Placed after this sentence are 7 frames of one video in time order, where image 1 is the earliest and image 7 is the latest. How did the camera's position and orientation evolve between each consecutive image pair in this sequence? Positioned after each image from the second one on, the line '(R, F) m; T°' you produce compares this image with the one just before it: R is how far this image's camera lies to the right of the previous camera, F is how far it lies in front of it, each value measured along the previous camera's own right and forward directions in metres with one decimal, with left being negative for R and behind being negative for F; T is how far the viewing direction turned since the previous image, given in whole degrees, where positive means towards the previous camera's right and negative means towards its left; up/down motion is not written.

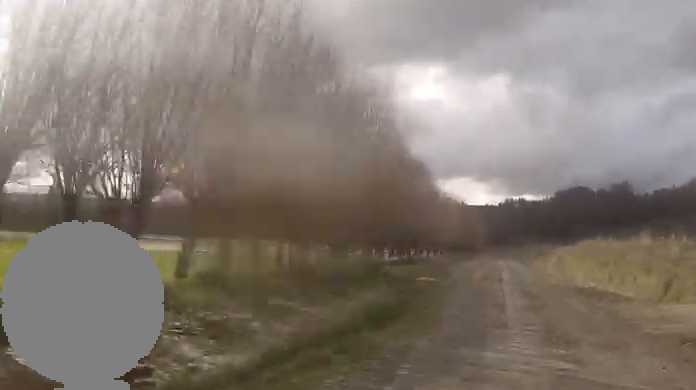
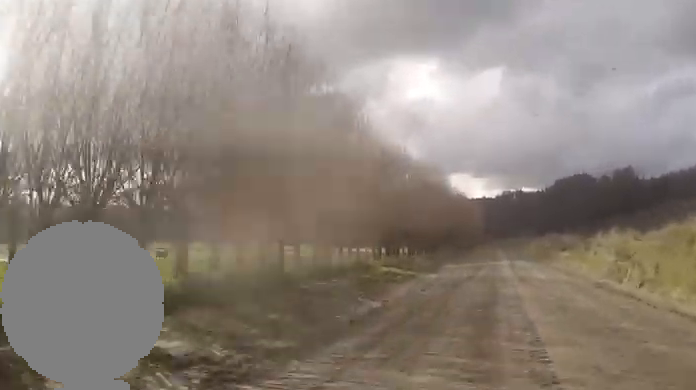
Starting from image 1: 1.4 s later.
(0.0, +28.2) m; 0°
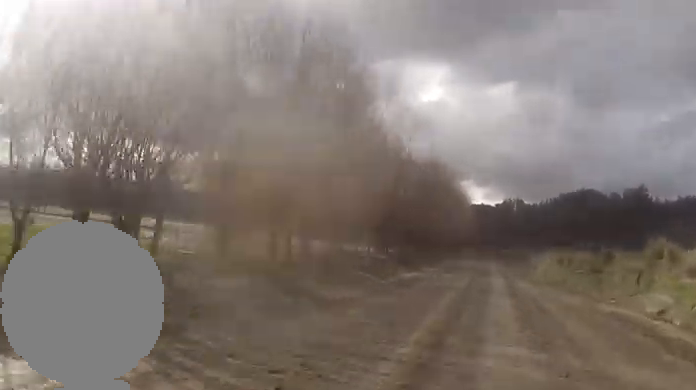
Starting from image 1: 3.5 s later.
(0.0, +45.6) m; -2°
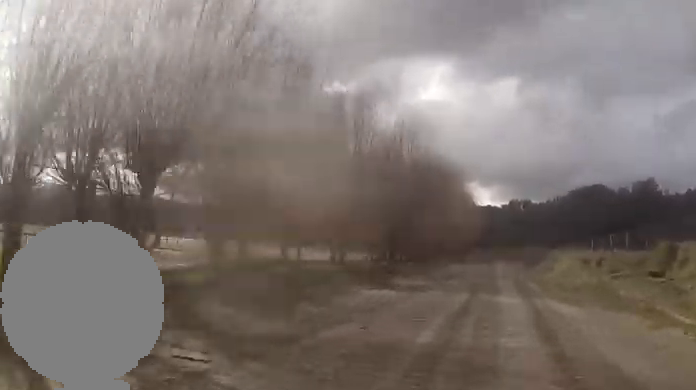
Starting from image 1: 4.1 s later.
(-0.3, +12.4) m; -2°
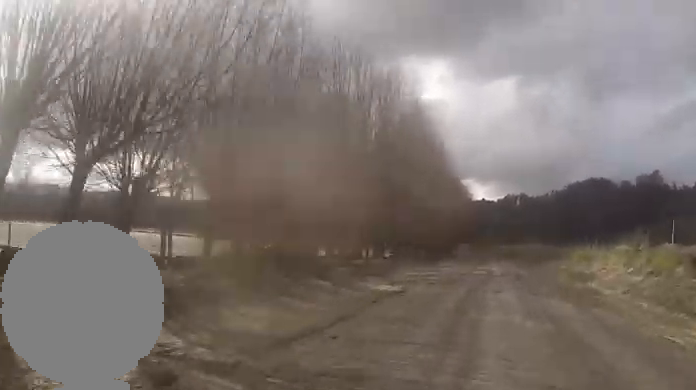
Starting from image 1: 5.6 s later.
(-1.0, +30.2) m; -2°
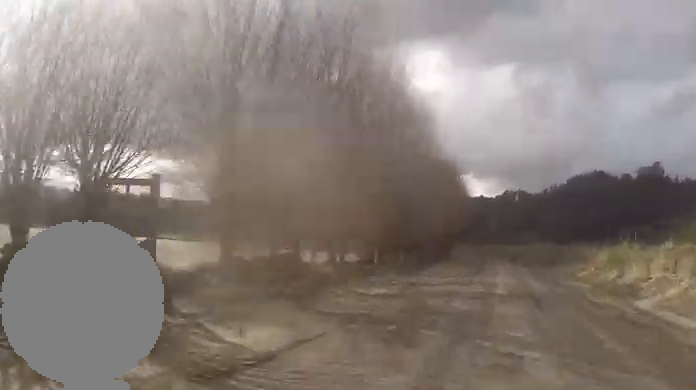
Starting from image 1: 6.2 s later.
(0.0, +10.5) m; 0°
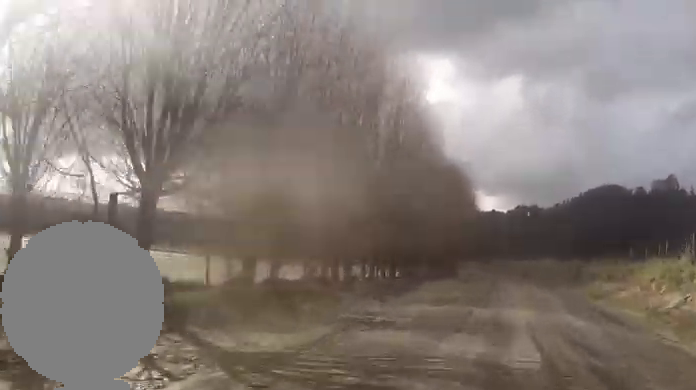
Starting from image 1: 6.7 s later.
(-0.1, +10.4) m; +1°
